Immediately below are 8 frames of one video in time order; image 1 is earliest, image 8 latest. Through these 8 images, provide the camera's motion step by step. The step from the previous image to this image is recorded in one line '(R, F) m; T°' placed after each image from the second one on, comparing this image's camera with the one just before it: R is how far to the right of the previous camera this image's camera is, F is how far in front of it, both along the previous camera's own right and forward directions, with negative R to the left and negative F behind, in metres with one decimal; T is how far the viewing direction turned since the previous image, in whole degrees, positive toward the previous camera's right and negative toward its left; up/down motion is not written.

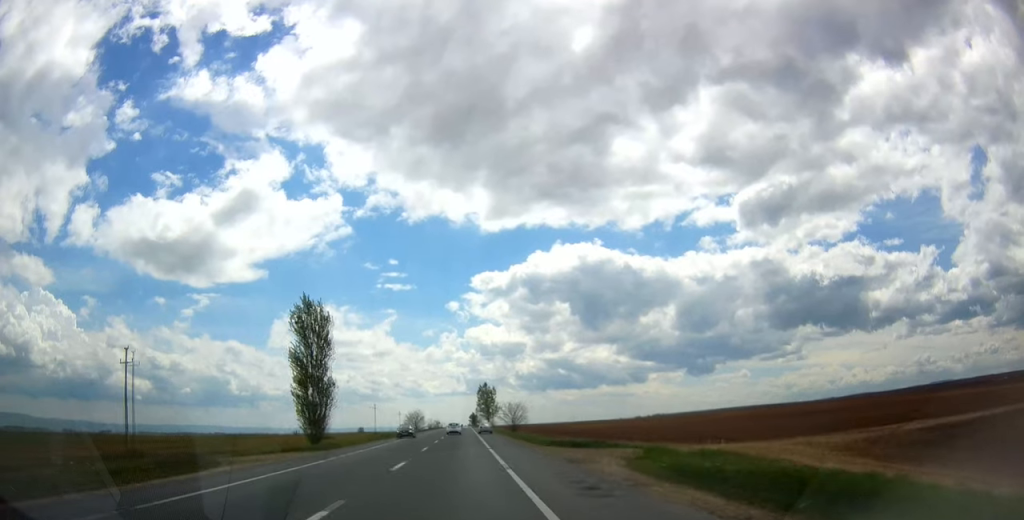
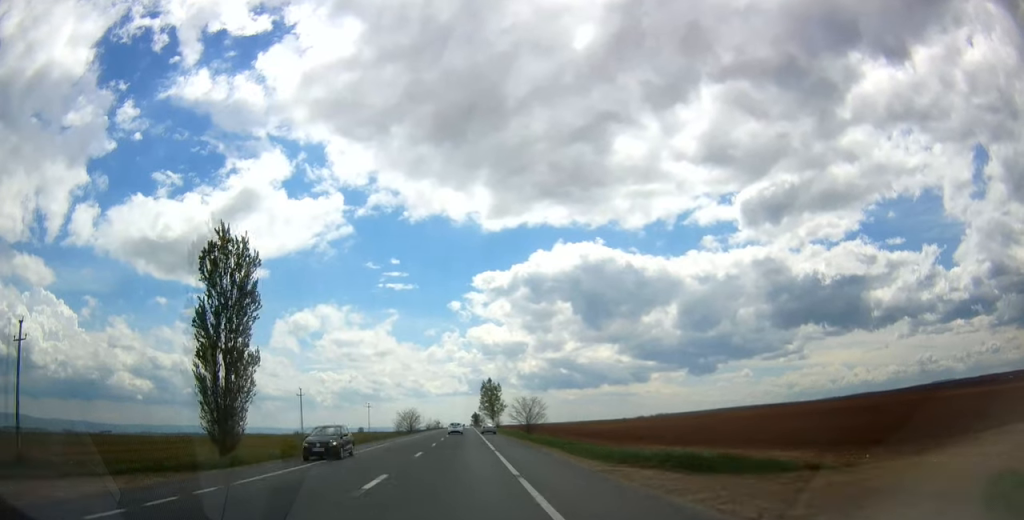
(-0.1, +17.6) m; 0°
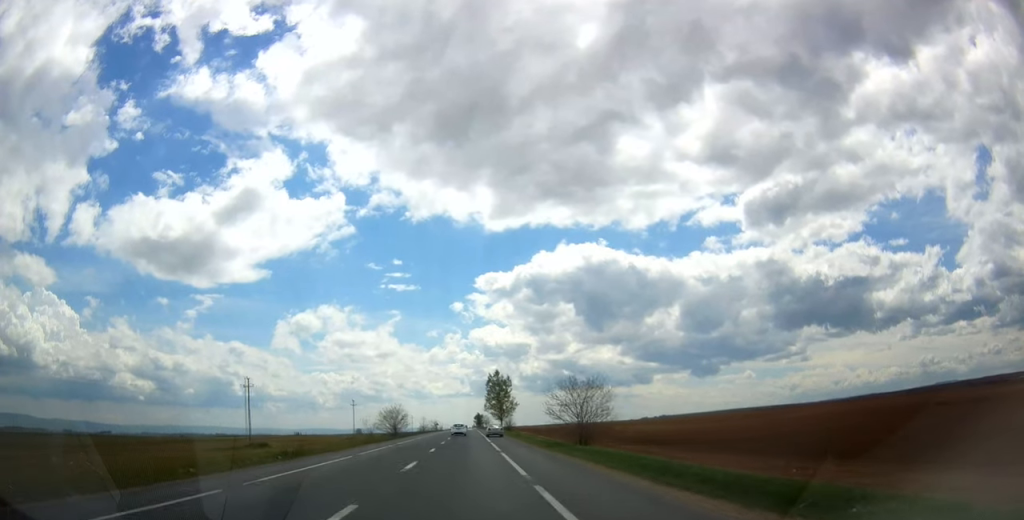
(+0.1, +29.7) m; 0°
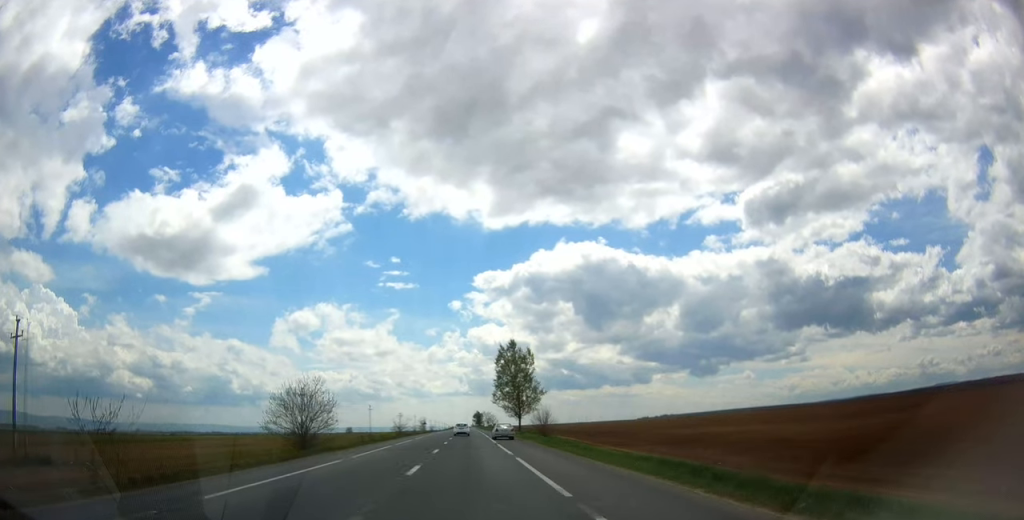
(-0.3, +49.7) m; 0°
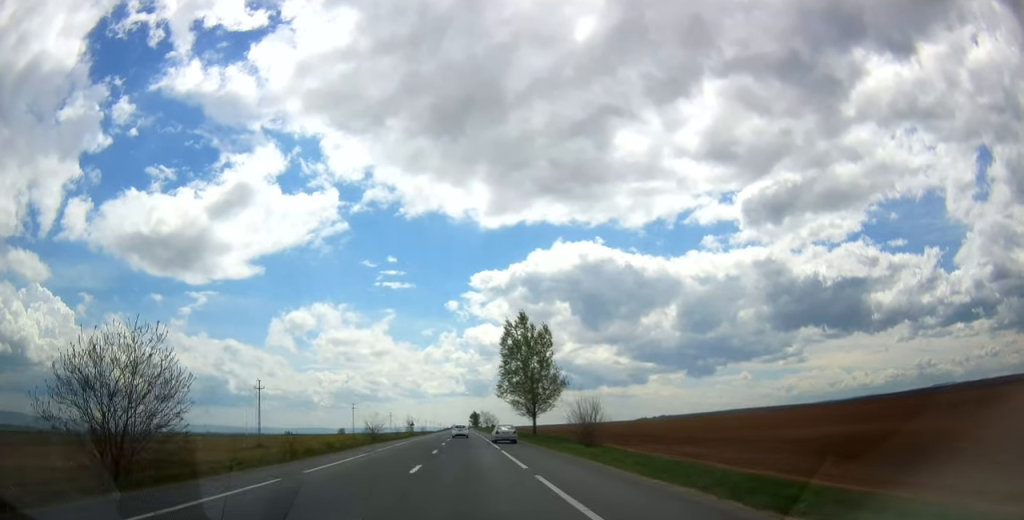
(+0.1, +22.7) m; +1°
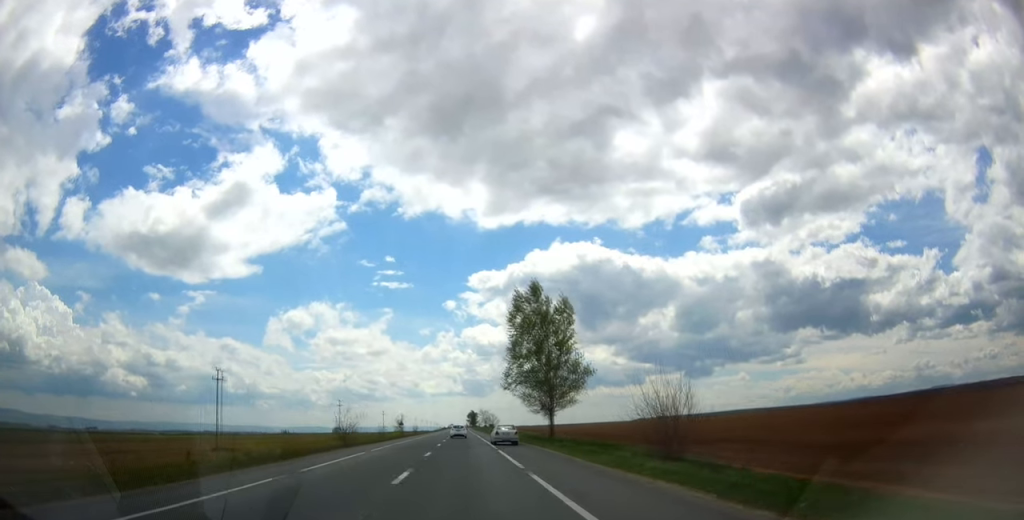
(0.0, +14.6) m; 0°
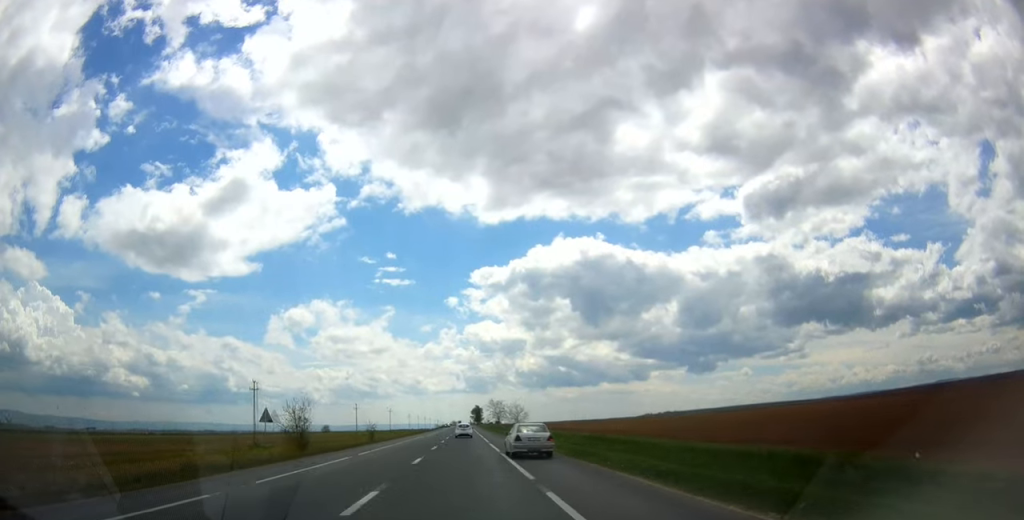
(+0.3, +63.8) m; 0°
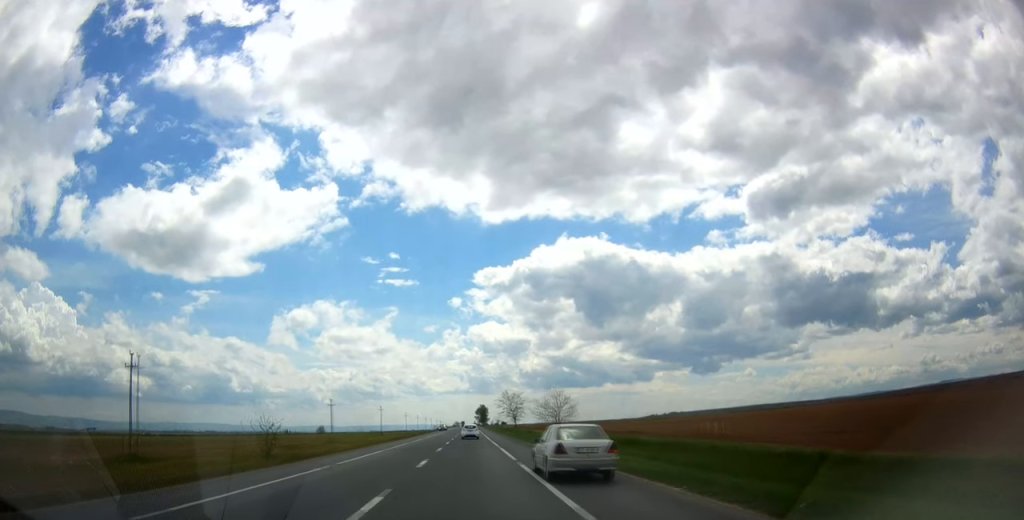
(+0.1, +35.7) m; 0°
